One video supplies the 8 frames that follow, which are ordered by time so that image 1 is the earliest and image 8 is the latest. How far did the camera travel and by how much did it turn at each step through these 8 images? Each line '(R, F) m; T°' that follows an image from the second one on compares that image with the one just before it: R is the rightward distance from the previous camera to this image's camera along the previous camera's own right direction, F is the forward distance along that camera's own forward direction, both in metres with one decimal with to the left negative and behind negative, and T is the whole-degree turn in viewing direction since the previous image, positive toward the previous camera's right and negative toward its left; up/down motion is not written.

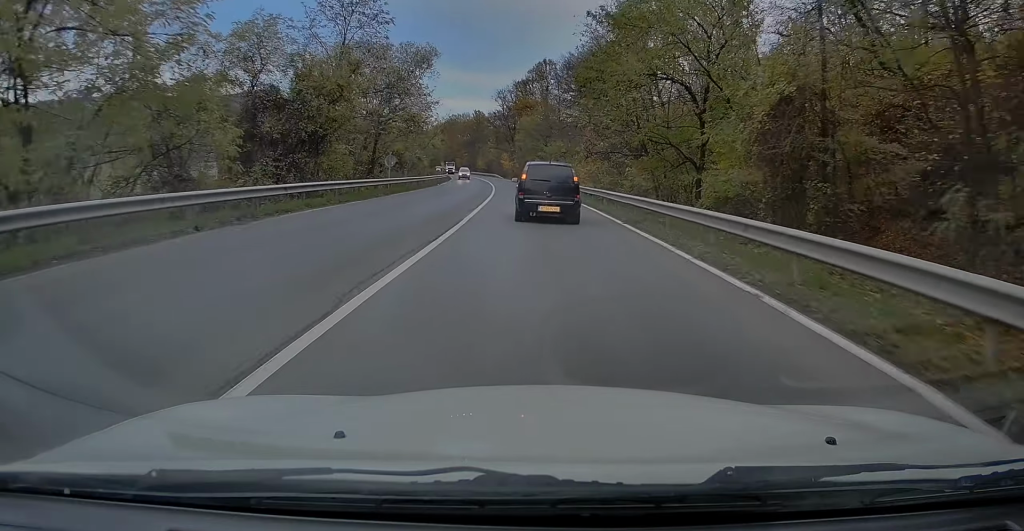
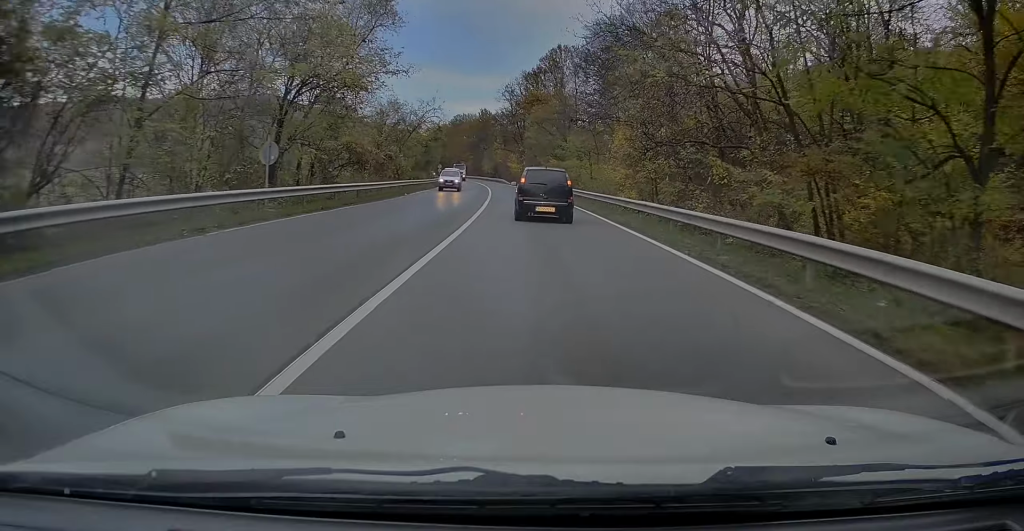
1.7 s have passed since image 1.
(0.0, +20.2) m; 0°
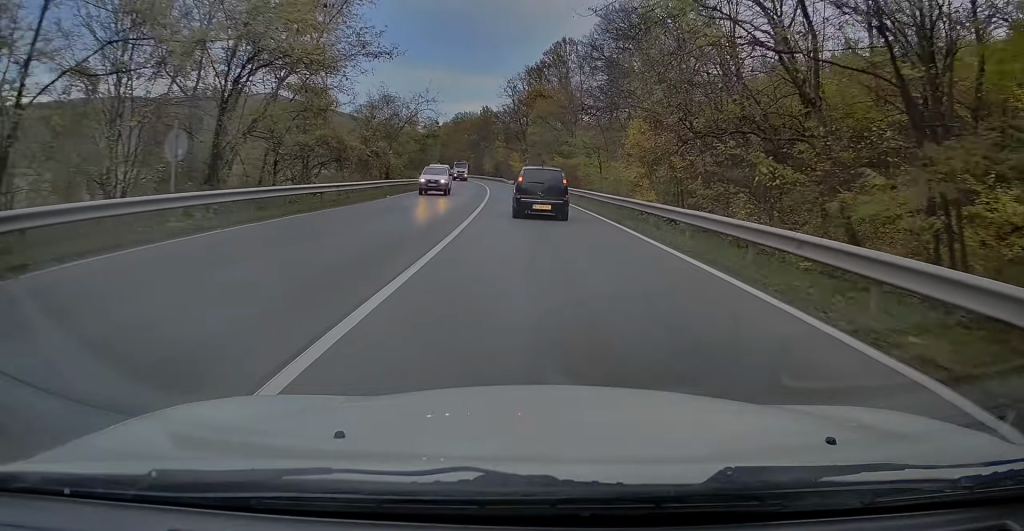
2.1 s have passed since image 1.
(0.0, +5.8) m; -1°
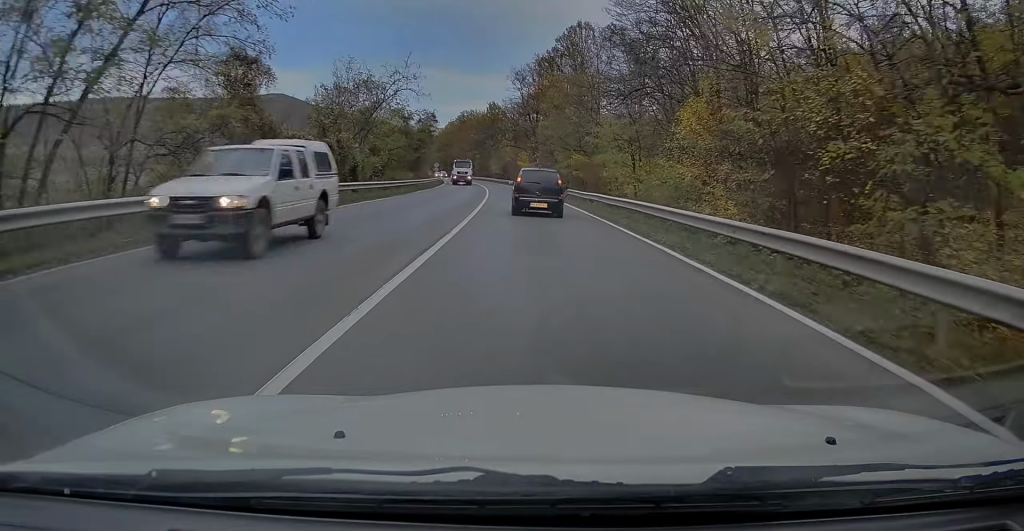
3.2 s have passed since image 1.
(-0.3, +13.2) m; -1°
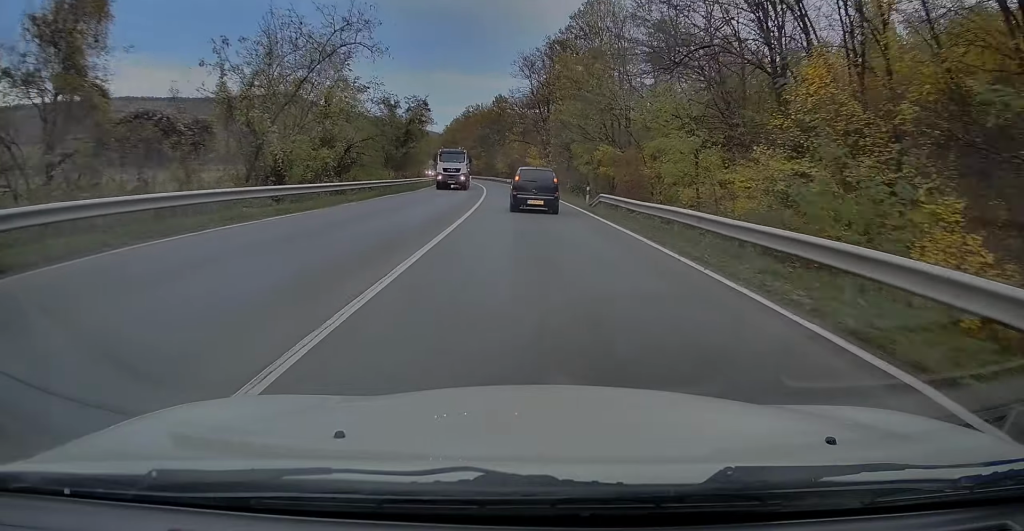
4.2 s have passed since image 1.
(0.0, +14.3) m; 0°
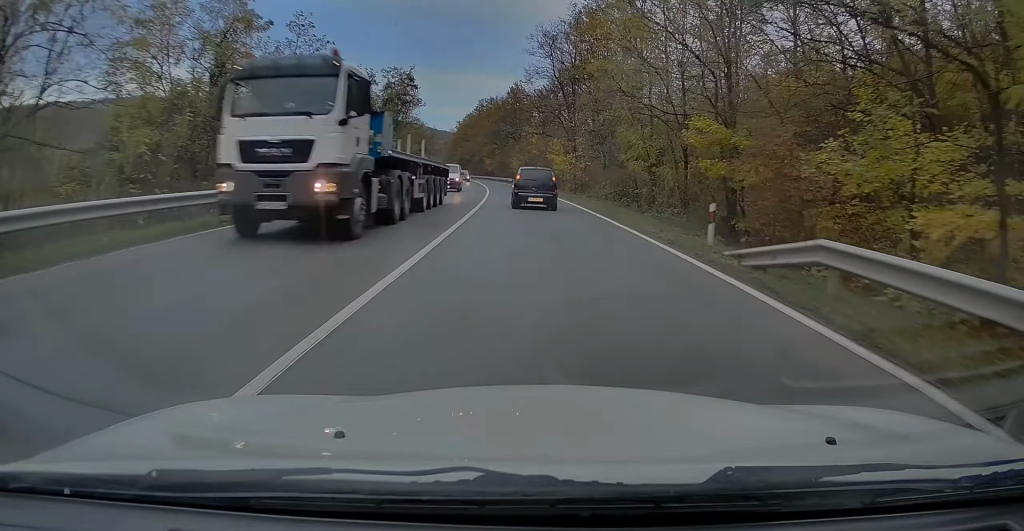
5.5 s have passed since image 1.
(0.0, +19.8) m; -1°
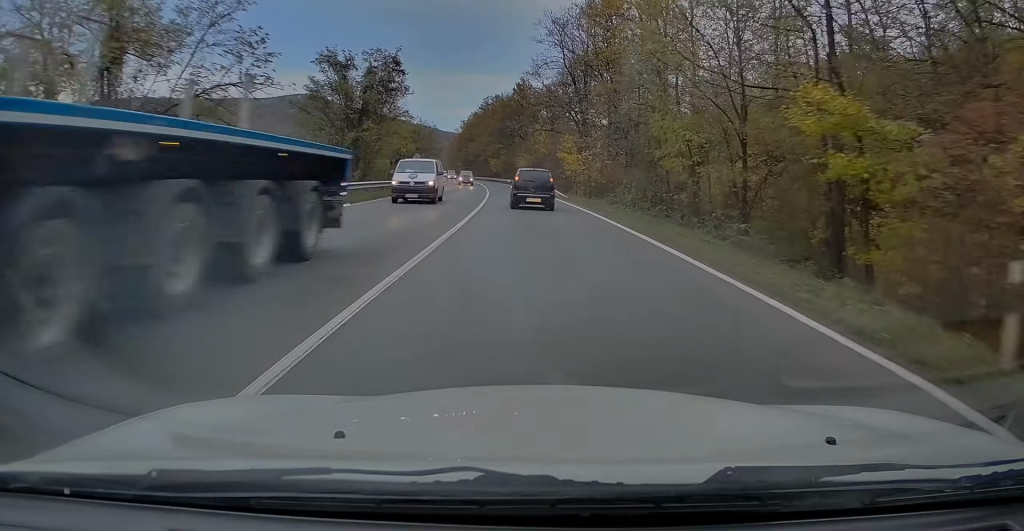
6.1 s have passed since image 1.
(-0.2, +8.8) m; -1°
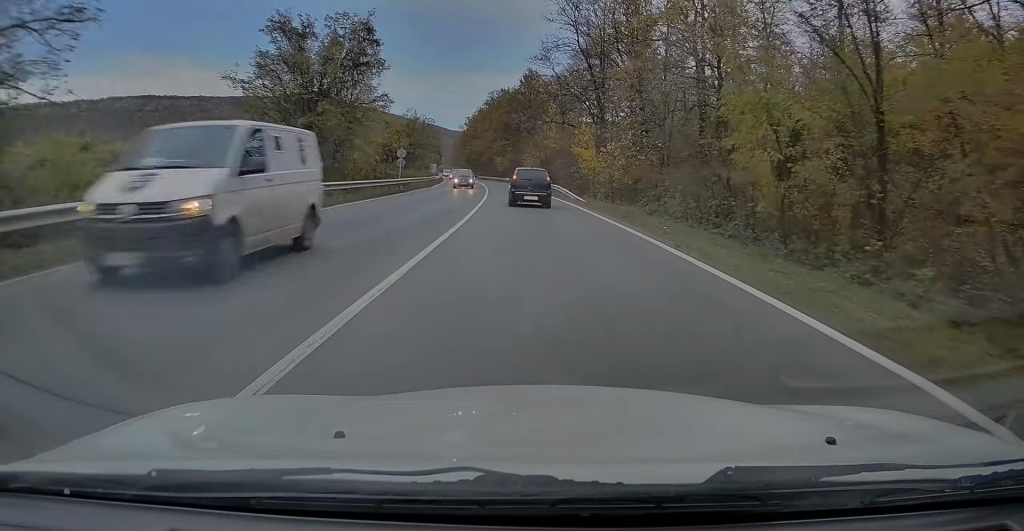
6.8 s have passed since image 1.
(-0.1, +10.4) m; -1°
